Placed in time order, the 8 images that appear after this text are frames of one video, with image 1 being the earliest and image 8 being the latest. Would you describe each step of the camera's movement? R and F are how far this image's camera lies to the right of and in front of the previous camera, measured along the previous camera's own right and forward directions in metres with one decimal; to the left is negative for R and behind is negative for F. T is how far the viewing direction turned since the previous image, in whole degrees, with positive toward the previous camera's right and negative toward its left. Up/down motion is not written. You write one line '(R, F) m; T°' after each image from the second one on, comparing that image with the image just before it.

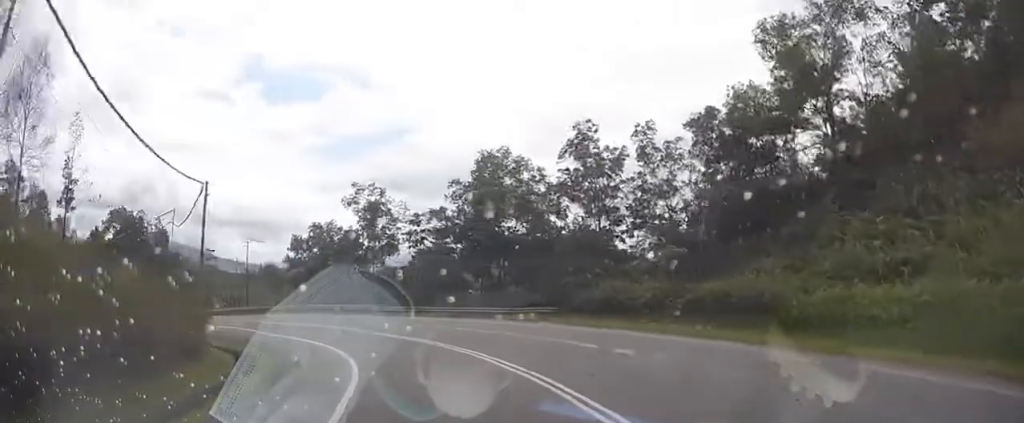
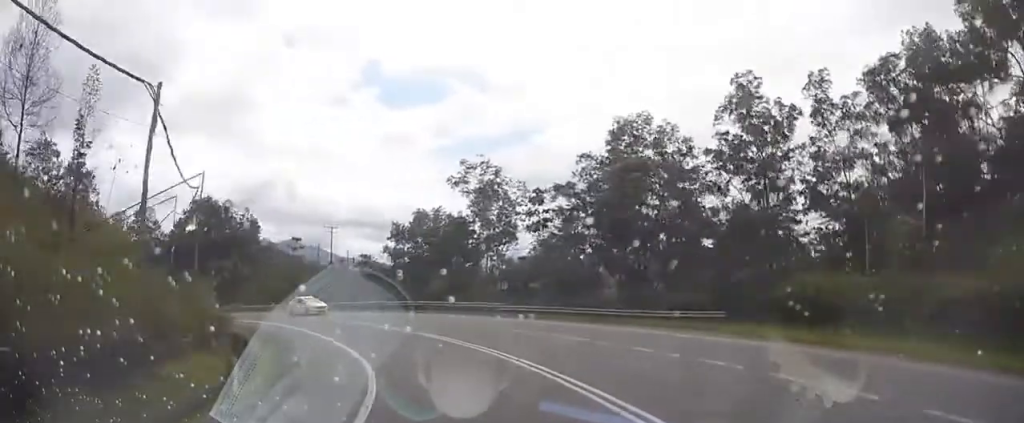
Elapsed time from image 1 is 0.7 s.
(-0.9, +10.3) m; -13°
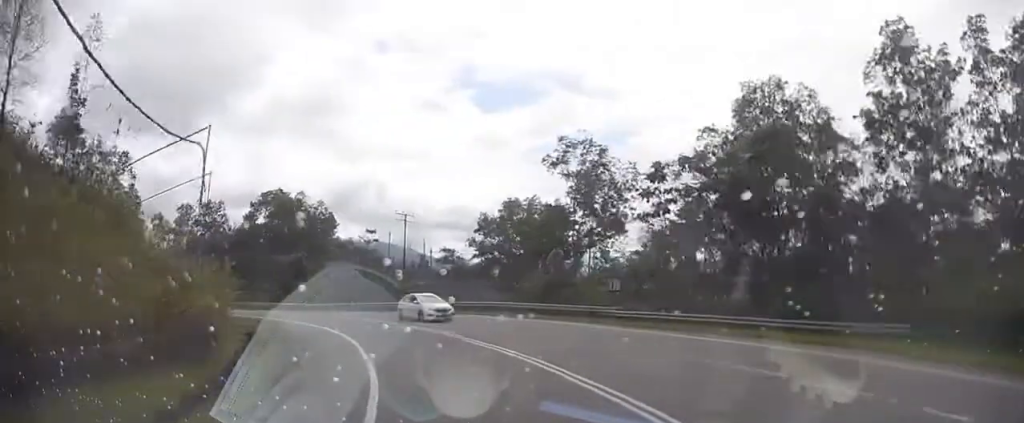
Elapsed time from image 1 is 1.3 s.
(-0.9, +8.2) m; -12°
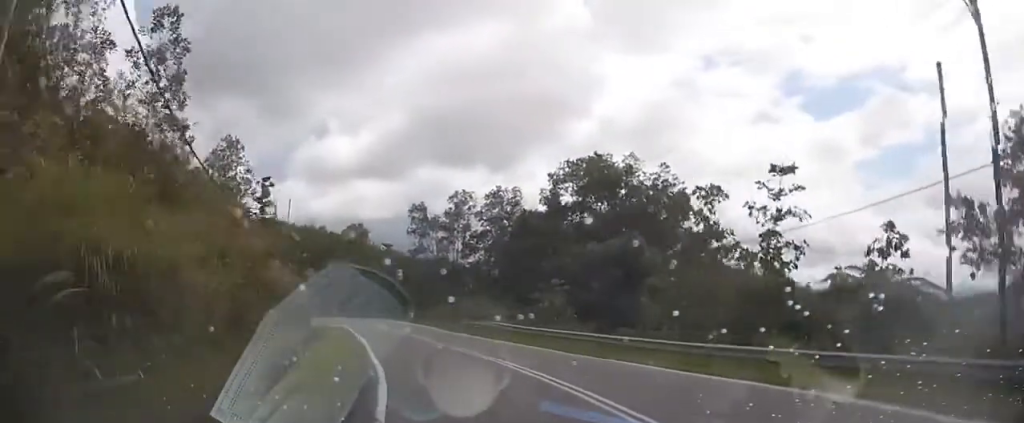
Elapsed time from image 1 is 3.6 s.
(-9.3, +31.7) m; -31°
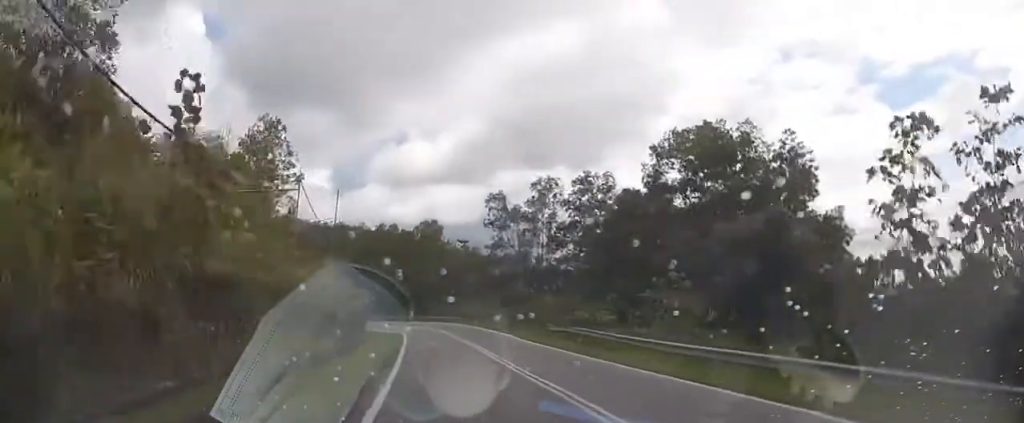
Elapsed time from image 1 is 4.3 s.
(-1.8, +9.4) m; -11°
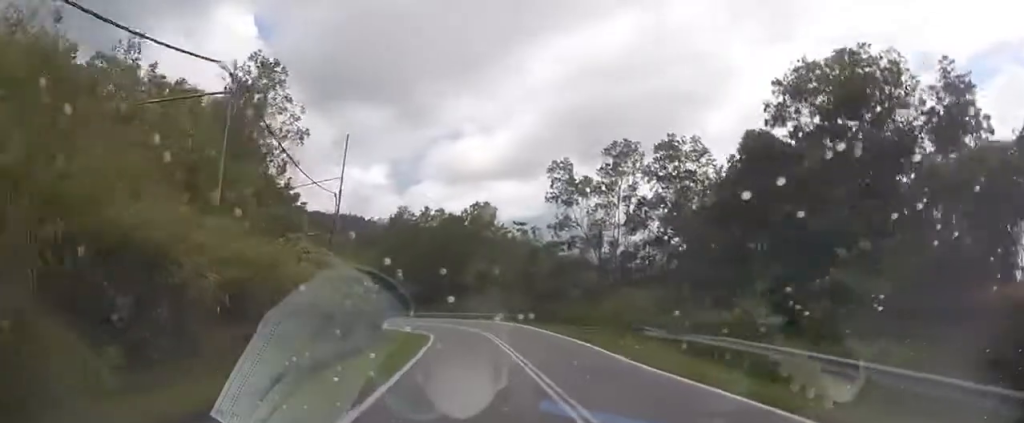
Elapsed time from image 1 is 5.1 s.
(-1.4, +11.7) m; -8°
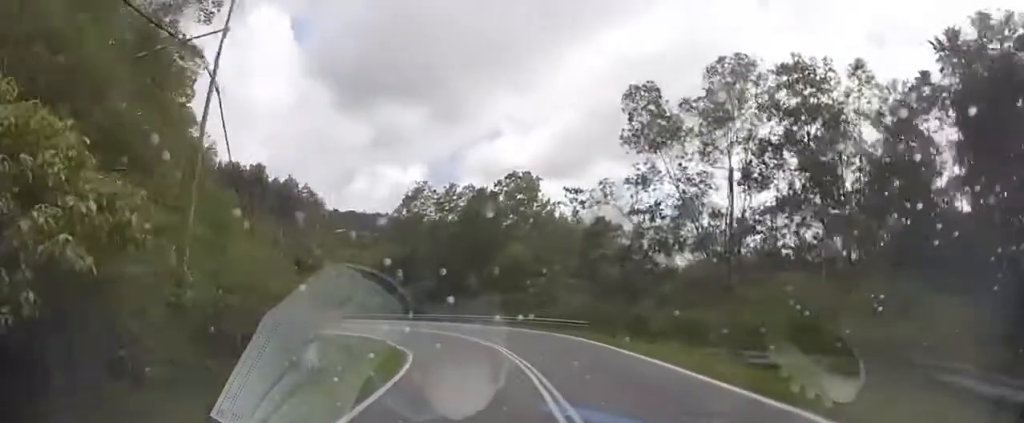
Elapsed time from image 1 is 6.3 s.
(-0.9, +17.4) m; -3°
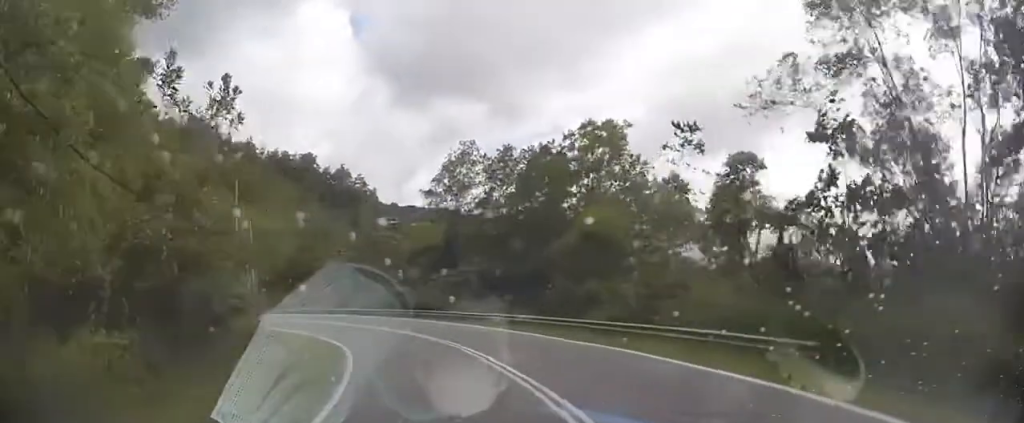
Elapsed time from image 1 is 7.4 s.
(0.0, +16.5) m; -7°
